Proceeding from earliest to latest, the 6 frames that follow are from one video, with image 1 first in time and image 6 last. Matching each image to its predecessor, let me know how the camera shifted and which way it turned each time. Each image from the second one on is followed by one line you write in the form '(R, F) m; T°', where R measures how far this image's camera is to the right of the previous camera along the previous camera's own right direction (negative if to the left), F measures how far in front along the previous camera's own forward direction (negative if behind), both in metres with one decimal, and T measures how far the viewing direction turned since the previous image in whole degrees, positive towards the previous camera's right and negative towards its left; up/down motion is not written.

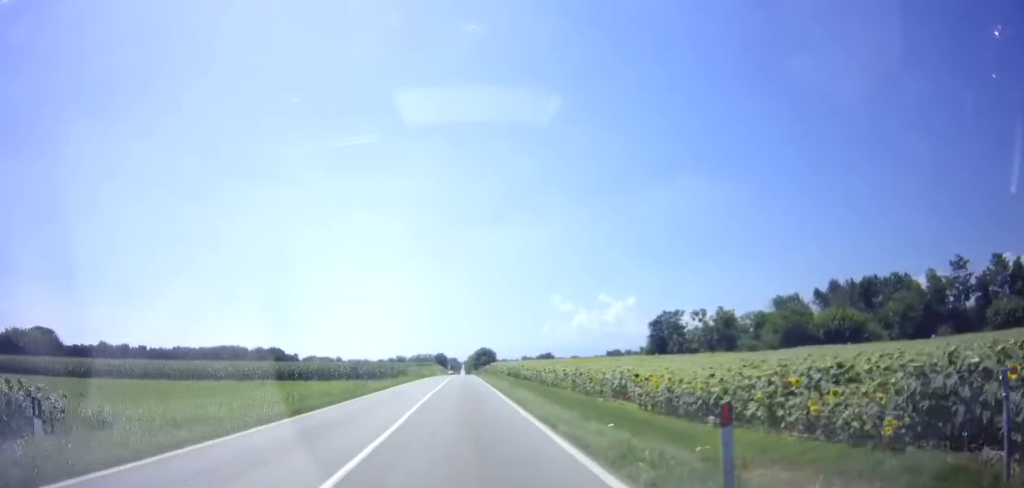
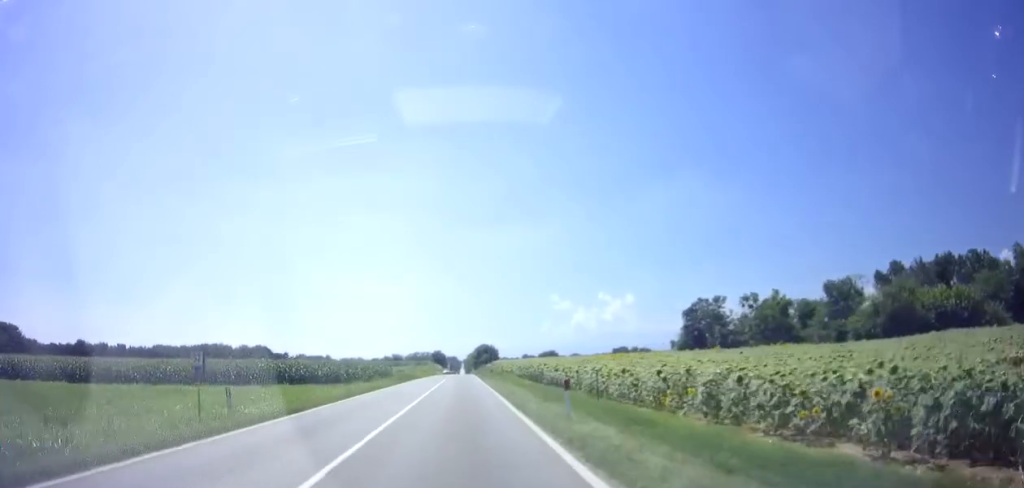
(0.0, +18.5) m; -1°
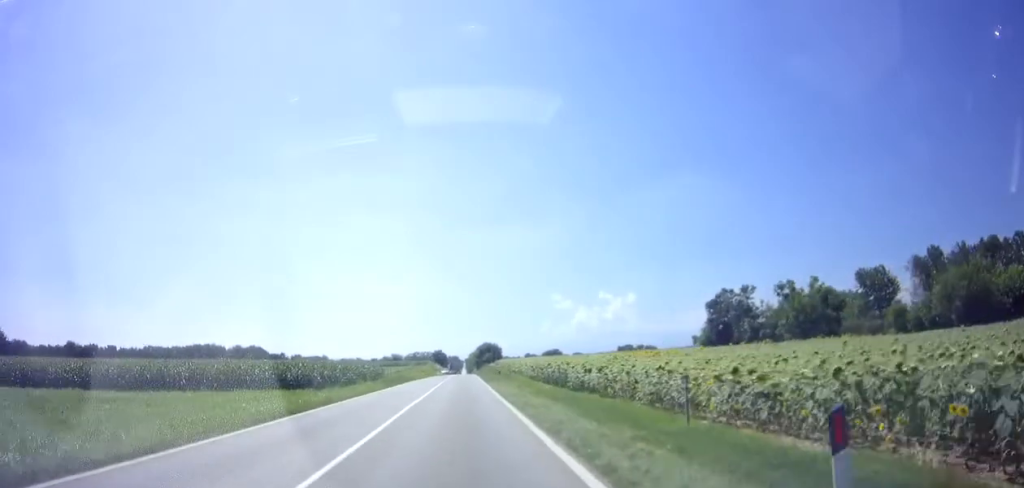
(+0.1, +8.9) m; 0°
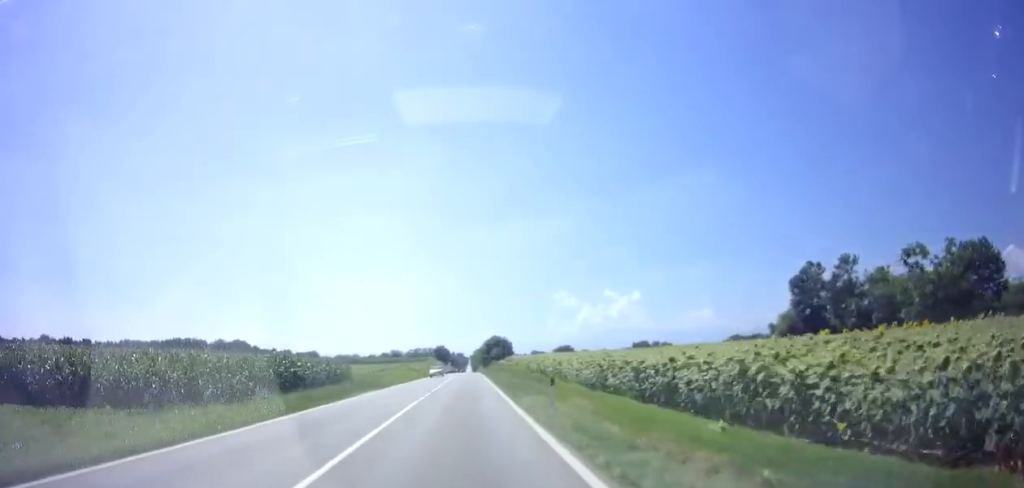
(-0.4, +22.0) m; -1°
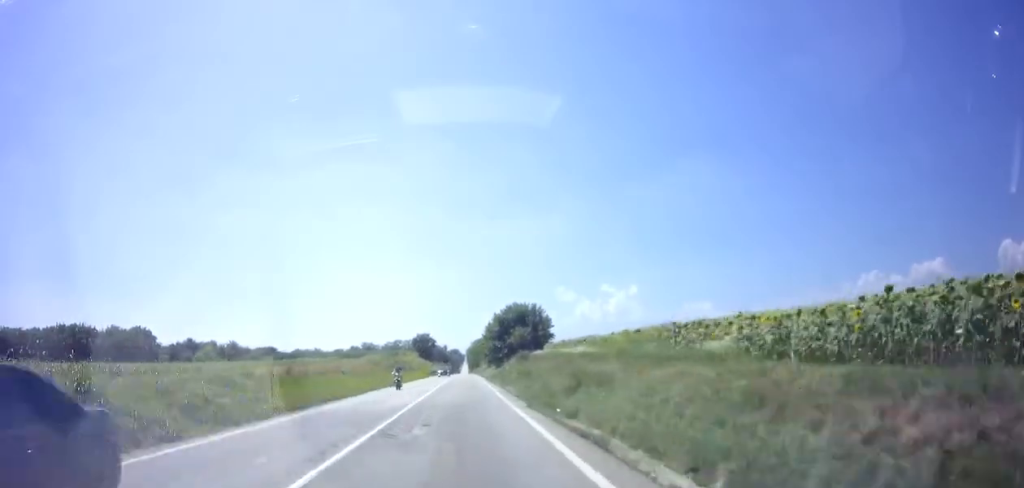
(+1.6, +70.0) m; +1°
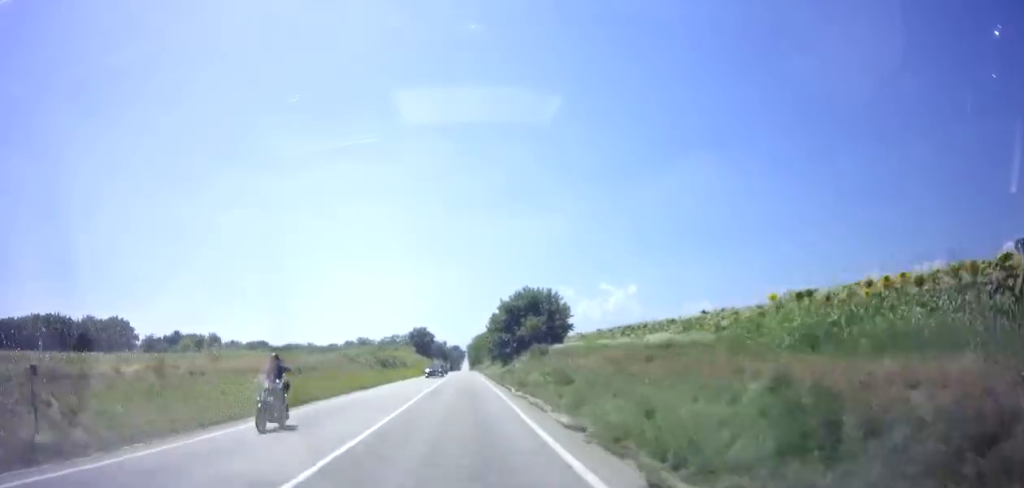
(-0.1, +12.0) m; -1°
